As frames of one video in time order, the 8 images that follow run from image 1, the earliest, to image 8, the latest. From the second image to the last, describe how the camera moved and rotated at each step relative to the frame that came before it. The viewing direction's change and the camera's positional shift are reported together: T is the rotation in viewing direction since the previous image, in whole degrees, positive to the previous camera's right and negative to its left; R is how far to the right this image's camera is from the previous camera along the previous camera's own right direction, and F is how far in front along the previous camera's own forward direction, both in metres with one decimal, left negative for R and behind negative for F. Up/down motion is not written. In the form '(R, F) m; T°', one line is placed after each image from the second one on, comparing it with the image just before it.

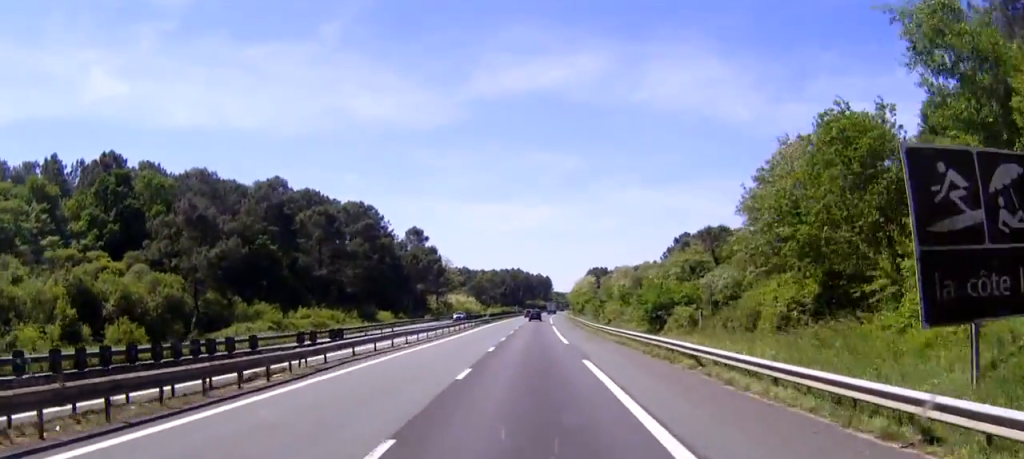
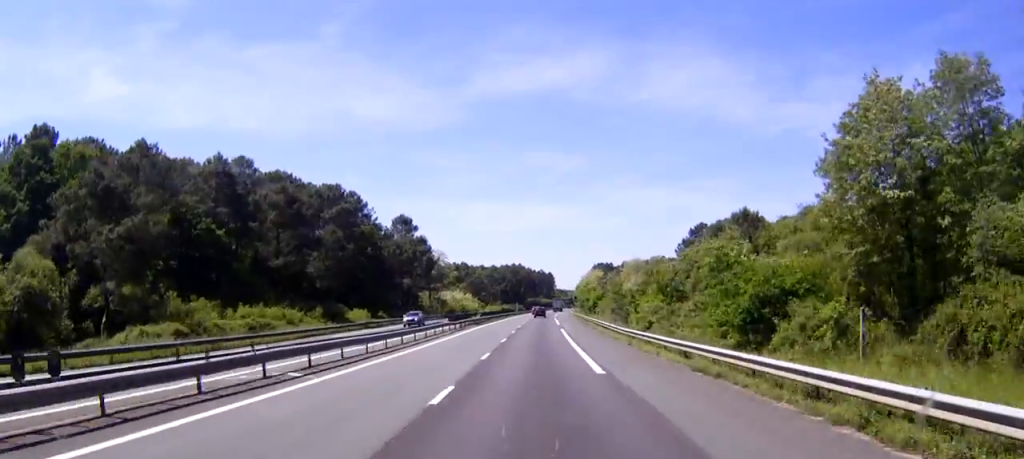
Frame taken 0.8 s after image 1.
(0.0, +18.4) m; 0°
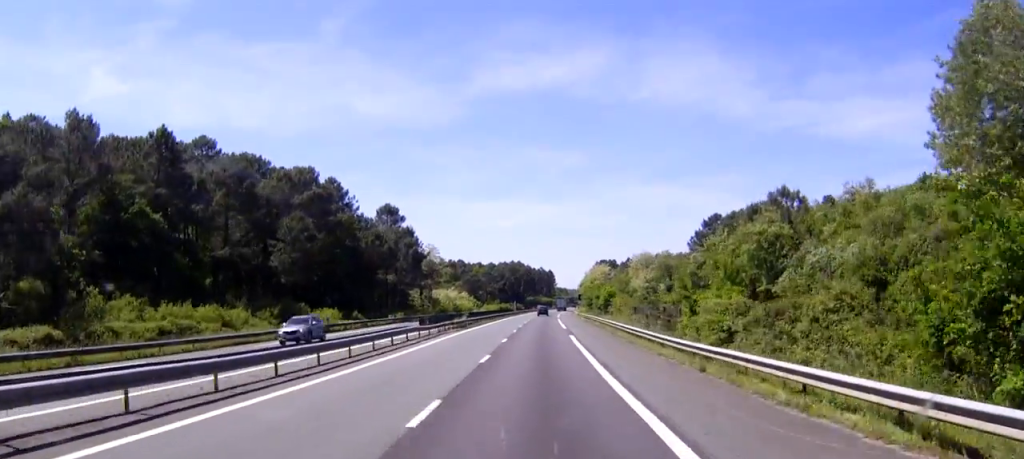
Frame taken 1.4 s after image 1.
(0.0, +15.2) m; 0°
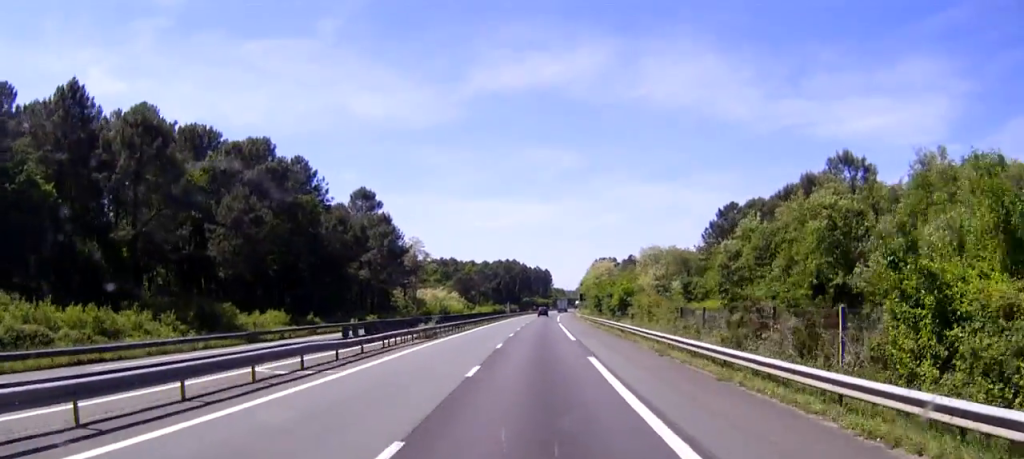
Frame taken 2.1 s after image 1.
(+0.1, +17.7) m; 0°
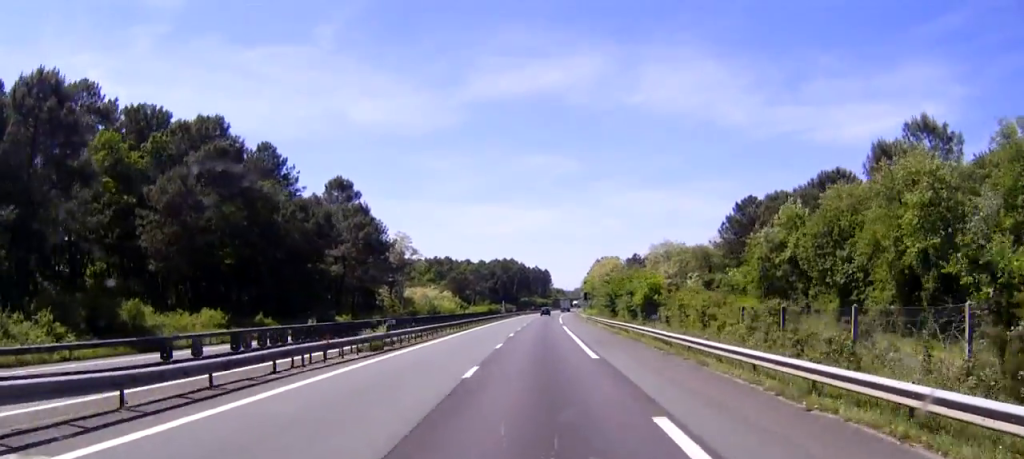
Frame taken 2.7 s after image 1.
(0.0, +14.5) m; 0°
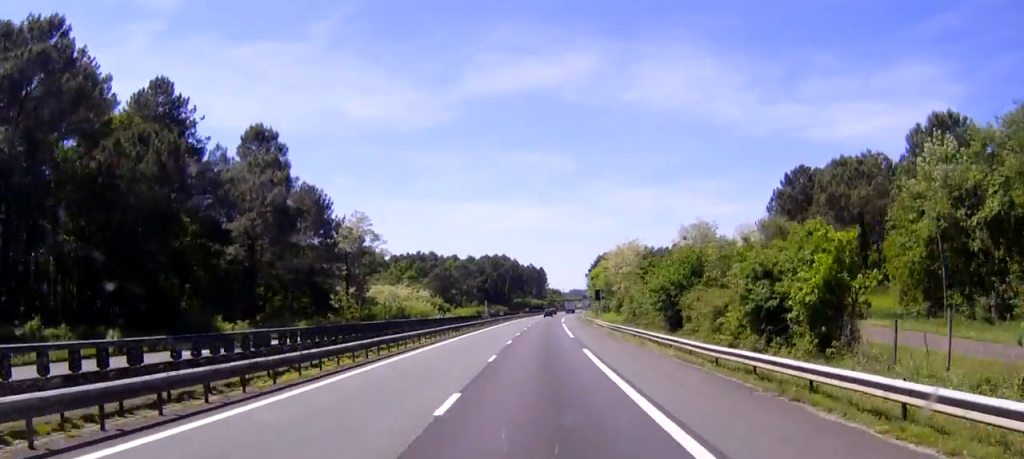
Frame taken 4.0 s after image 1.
(0.0, +31.4) m; 0°
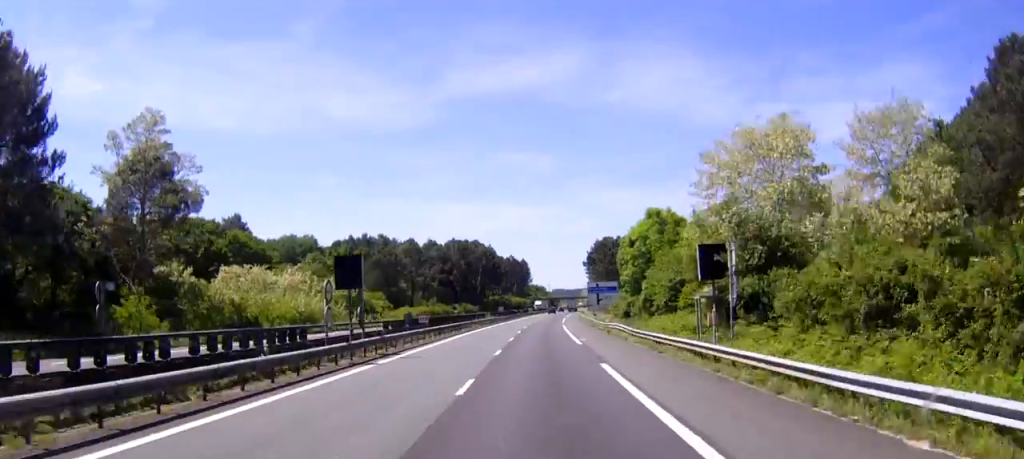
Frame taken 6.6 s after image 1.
(+0.4, +62.0) m; +2°
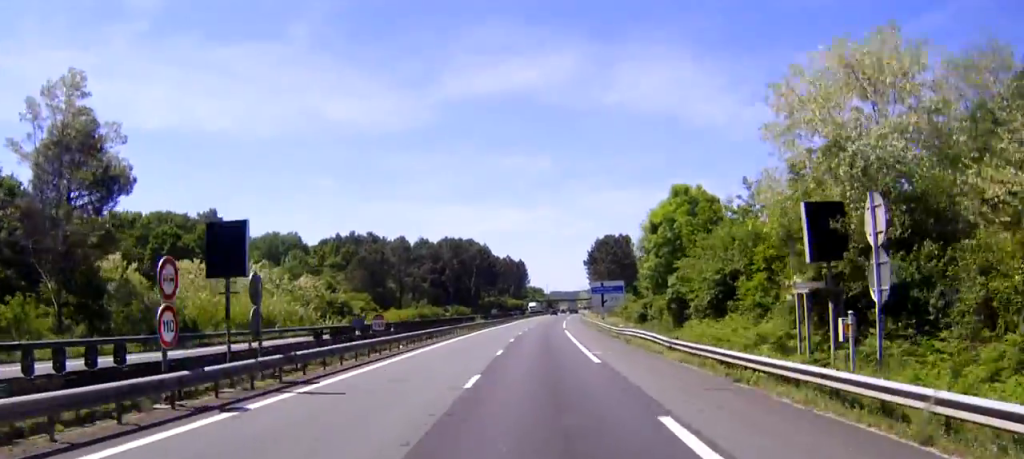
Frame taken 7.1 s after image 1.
(0.0, +11.3) m; +1°
